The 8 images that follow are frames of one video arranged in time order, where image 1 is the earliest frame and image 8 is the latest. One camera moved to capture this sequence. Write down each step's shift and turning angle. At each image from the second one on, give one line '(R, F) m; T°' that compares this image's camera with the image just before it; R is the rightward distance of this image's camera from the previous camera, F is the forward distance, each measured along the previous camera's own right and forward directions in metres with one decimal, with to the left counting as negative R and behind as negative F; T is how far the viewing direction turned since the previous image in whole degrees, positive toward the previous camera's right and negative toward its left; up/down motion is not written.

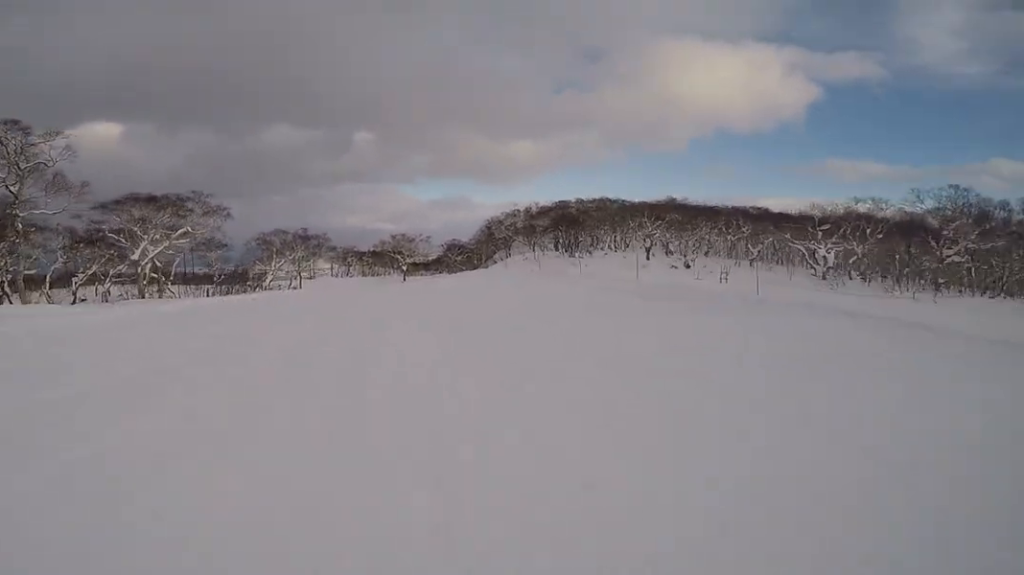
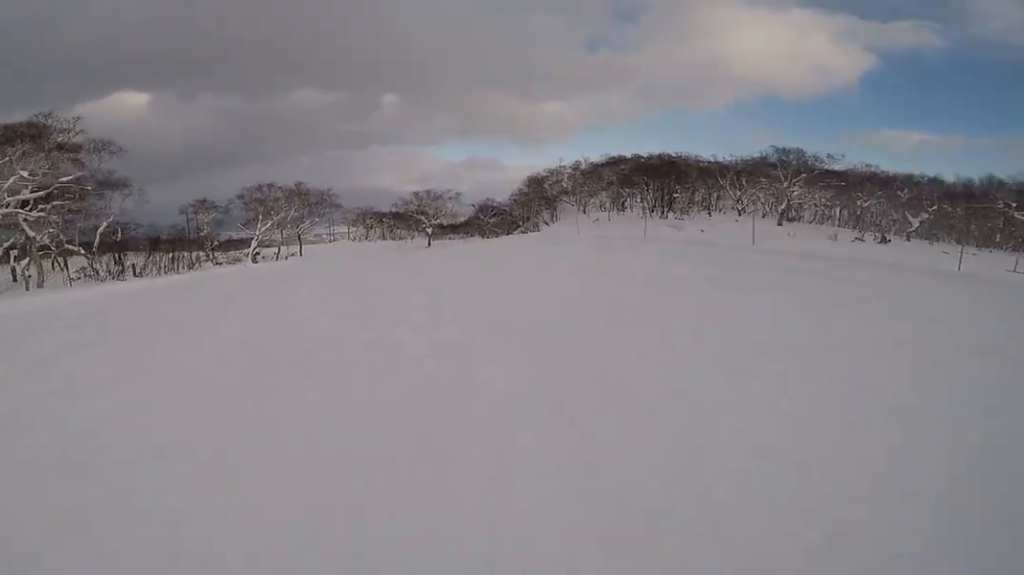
(-1.2, +15.1) m; -5°
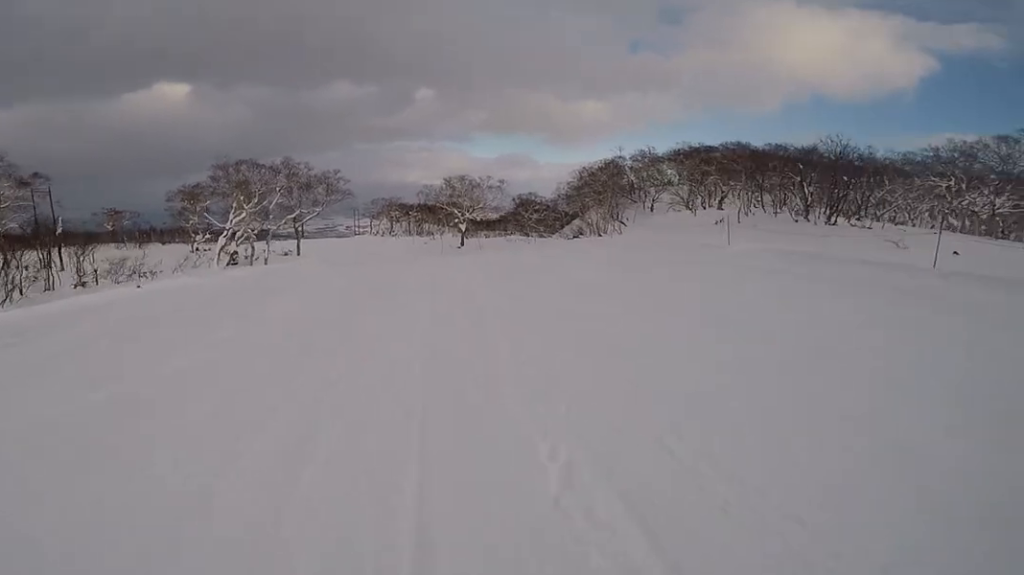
(+0.7, +14.6) m; +3°
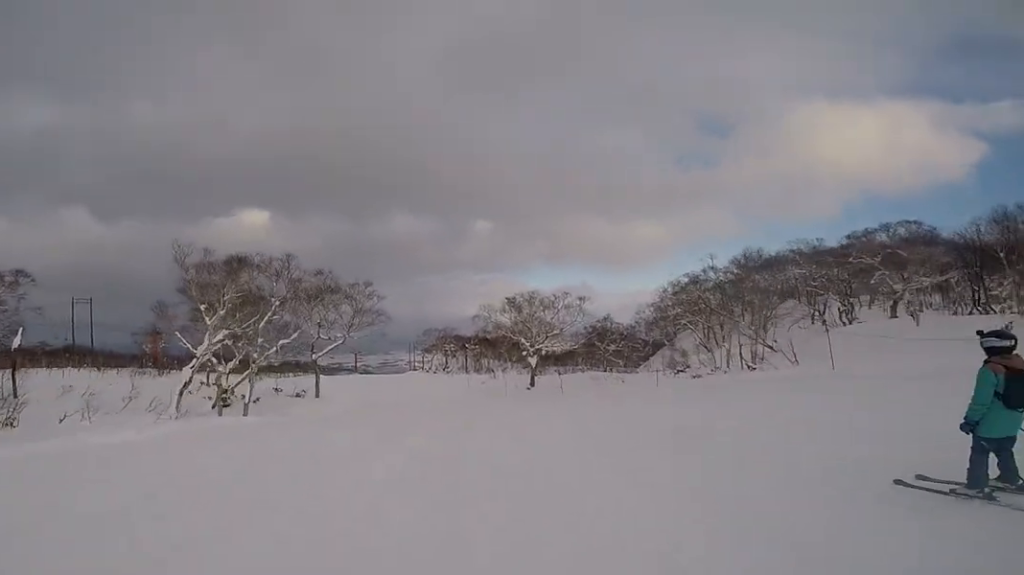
(+0.2, +13.7) m; -8°
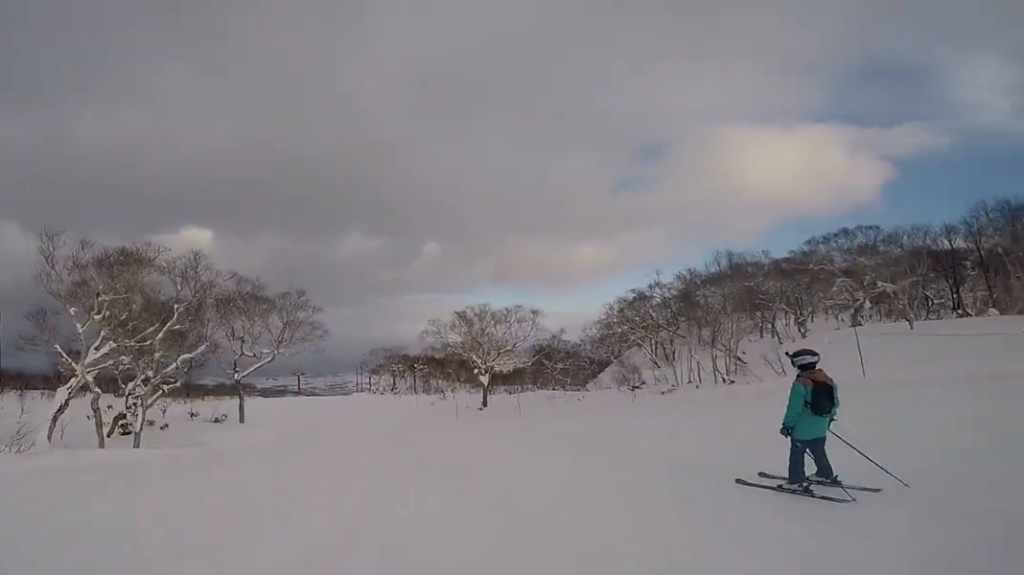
(-0.7, +4.4) m; -2°
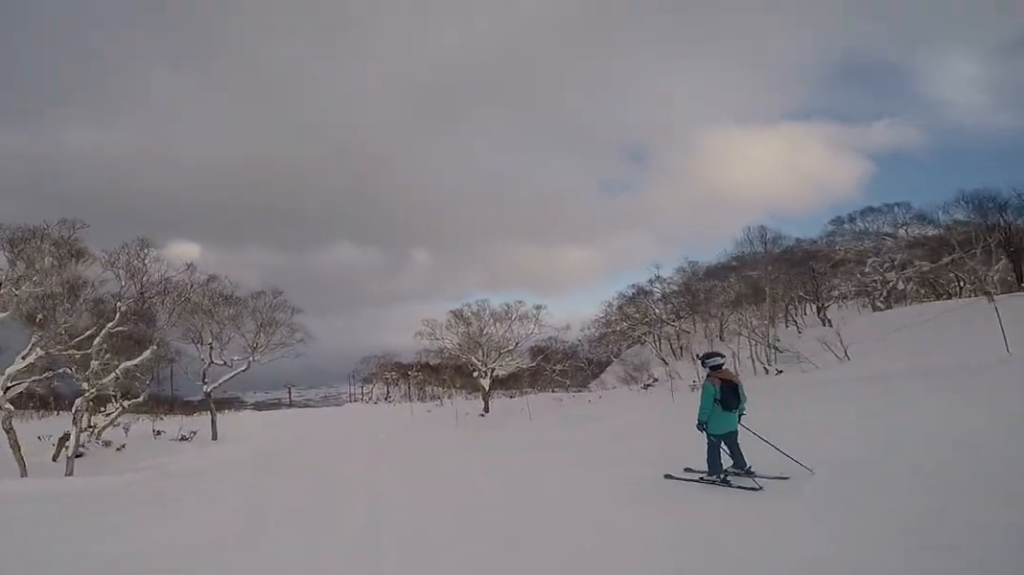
(-0.7, +4.0) m; -2°
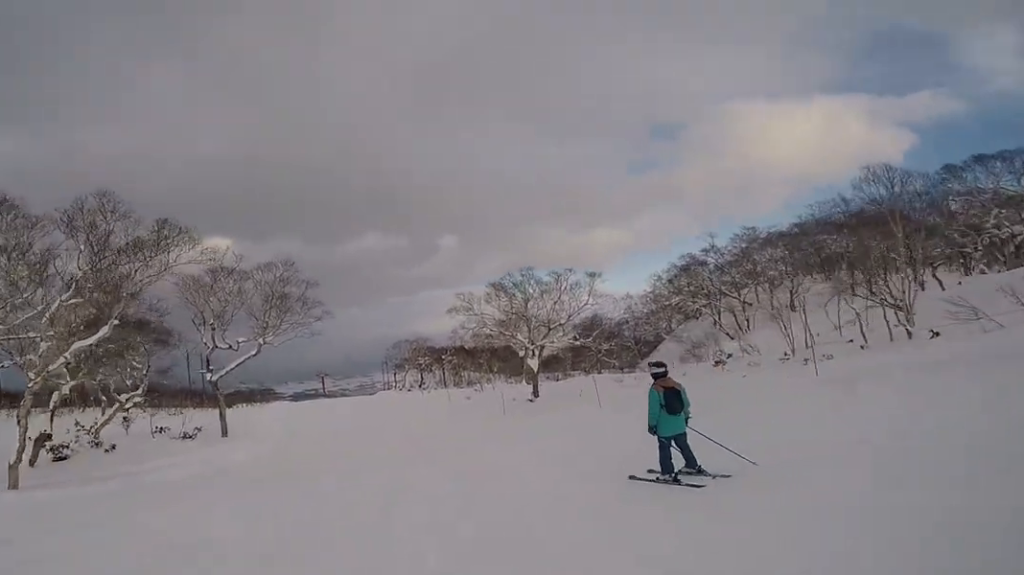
(+0.3, +4.9) m; 0°
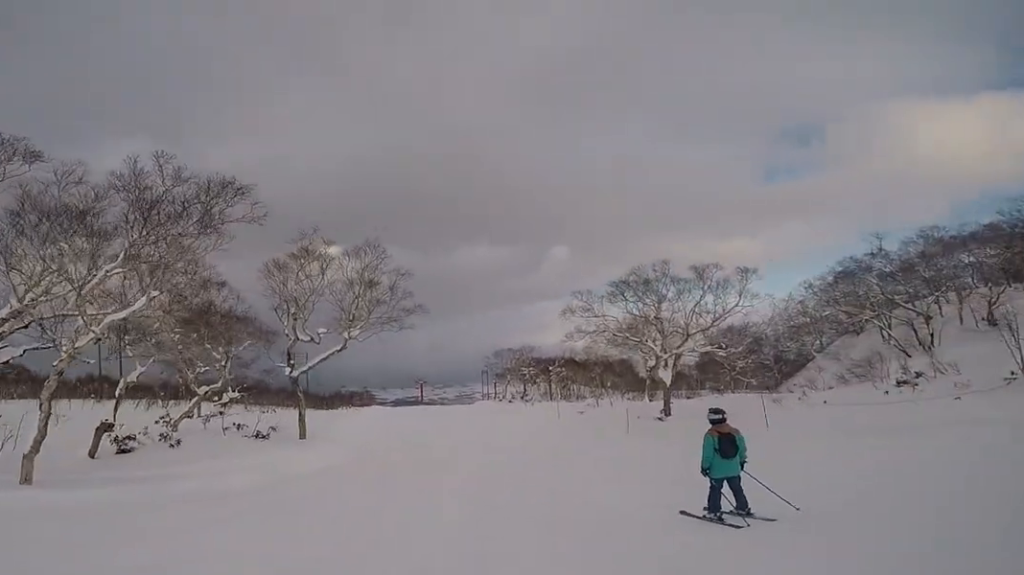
(+0.5, +3.9) m; 0°
